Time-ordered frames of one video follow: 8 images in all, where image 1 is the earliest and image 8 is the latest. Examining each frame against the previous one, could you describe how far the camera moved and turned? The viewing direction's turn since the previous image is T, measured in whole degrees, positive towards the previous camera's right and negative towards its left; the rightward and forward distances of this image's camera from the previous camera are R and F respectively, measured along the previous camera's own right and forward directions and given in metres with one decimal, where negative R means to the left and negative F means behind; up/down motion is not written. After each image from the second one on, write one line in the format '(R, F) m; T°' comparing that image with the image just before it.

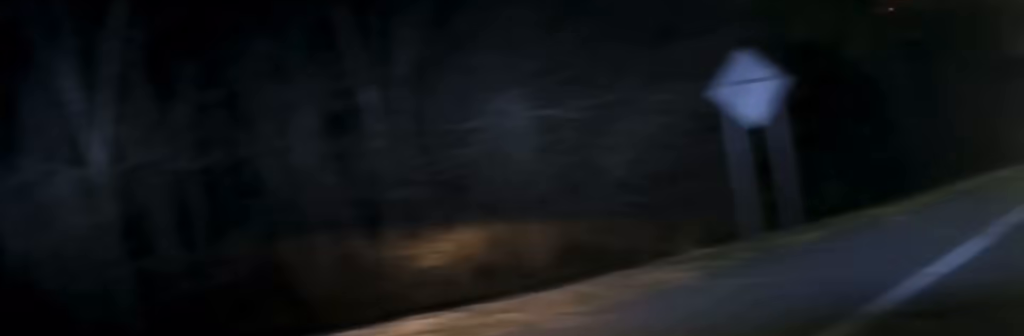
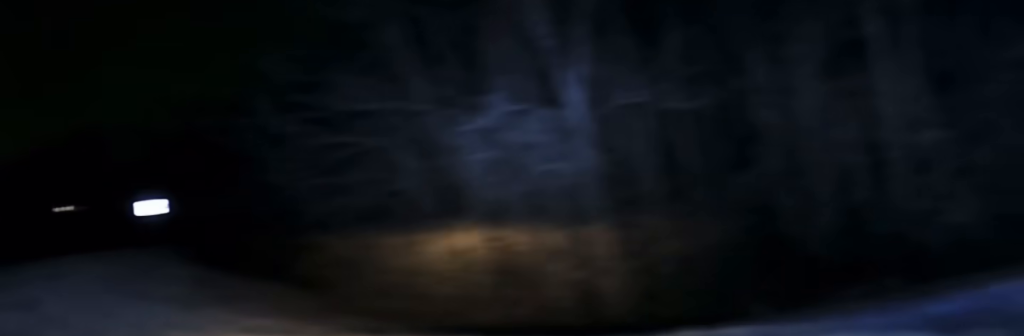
(-0.6, +2.7) m; -26°
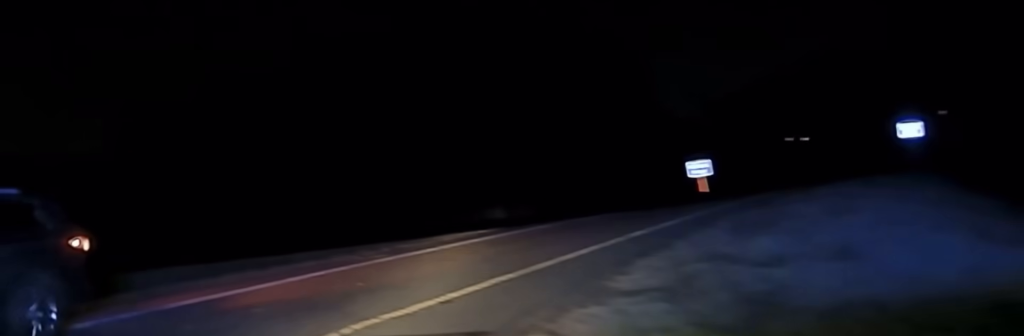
(-2.4, +5.3) m; -43°
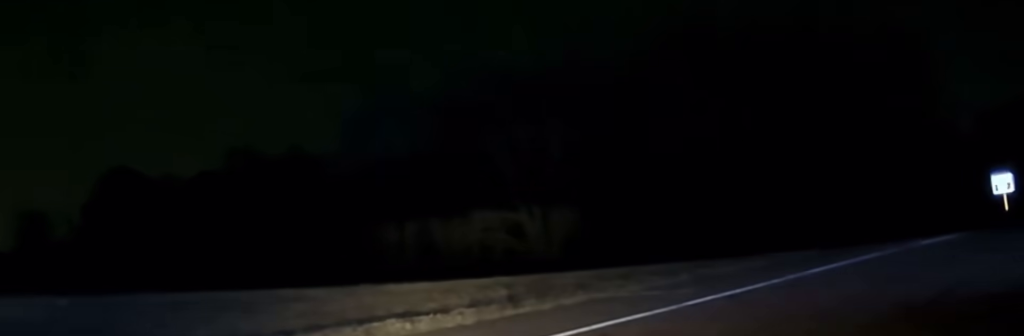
(-1.4, +7.0) m; -16°
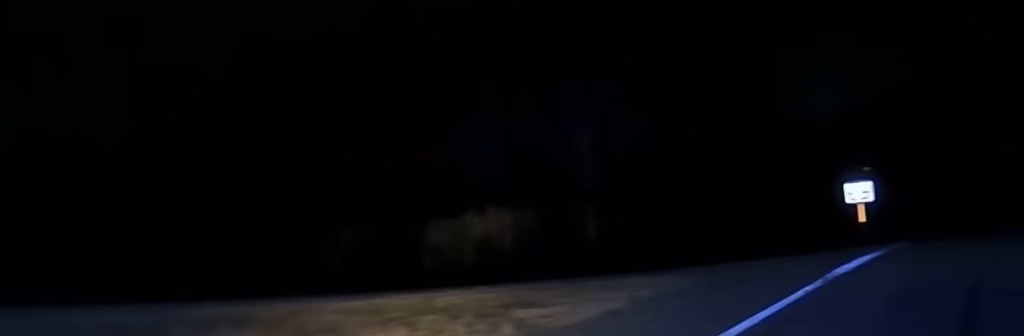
(-0.4, +7.5) m; +1°
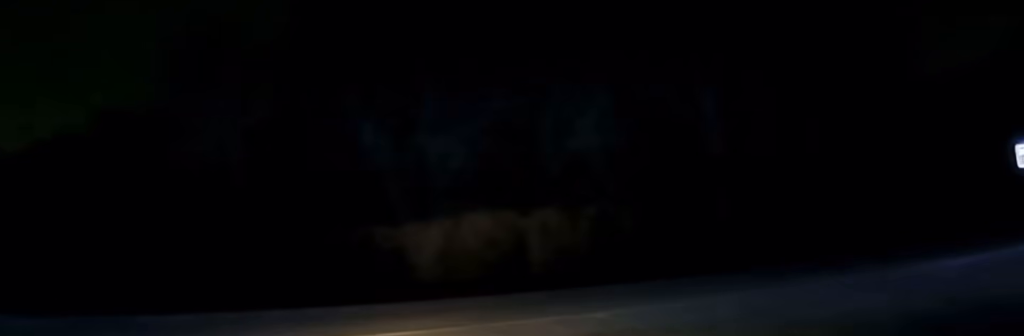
(+0.4, +7.3) m; -7°
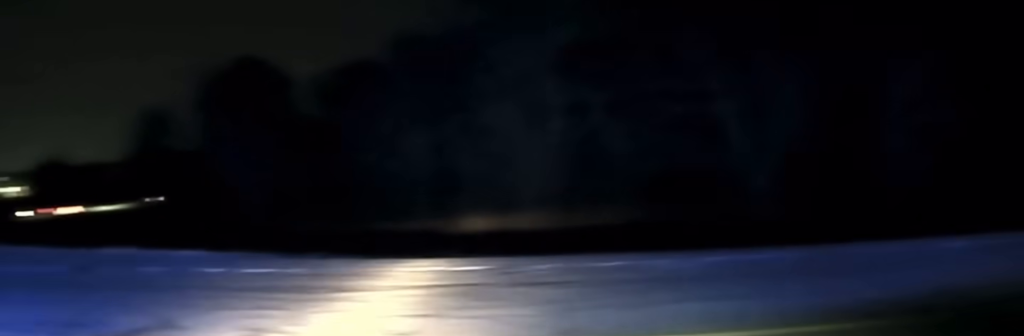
(-0.8, +4.0) m; -18°
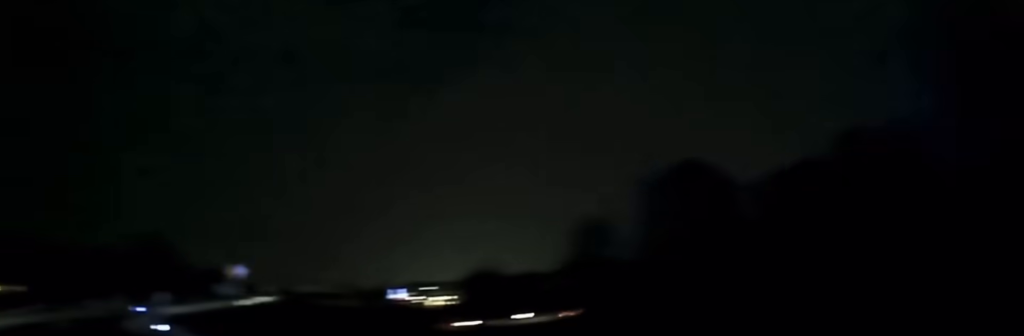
(-0.5, +3.5) m; -17°
